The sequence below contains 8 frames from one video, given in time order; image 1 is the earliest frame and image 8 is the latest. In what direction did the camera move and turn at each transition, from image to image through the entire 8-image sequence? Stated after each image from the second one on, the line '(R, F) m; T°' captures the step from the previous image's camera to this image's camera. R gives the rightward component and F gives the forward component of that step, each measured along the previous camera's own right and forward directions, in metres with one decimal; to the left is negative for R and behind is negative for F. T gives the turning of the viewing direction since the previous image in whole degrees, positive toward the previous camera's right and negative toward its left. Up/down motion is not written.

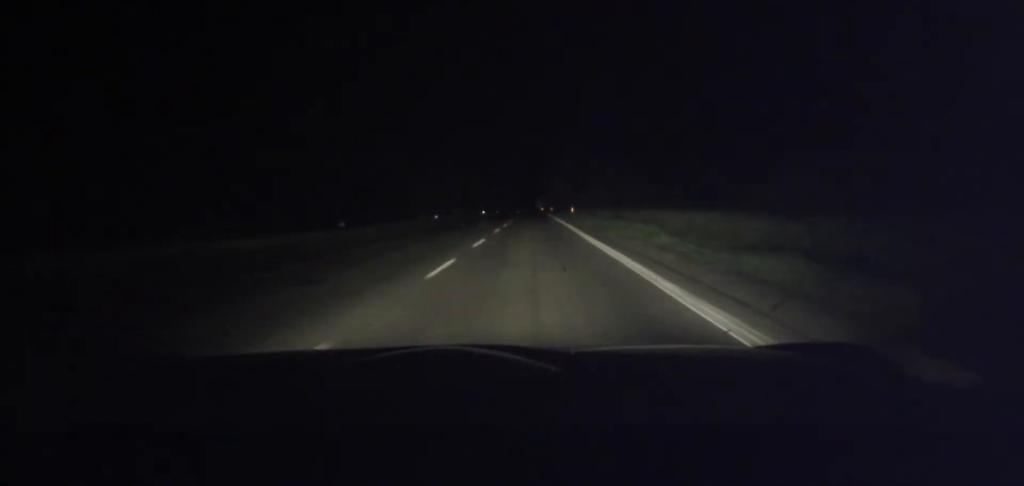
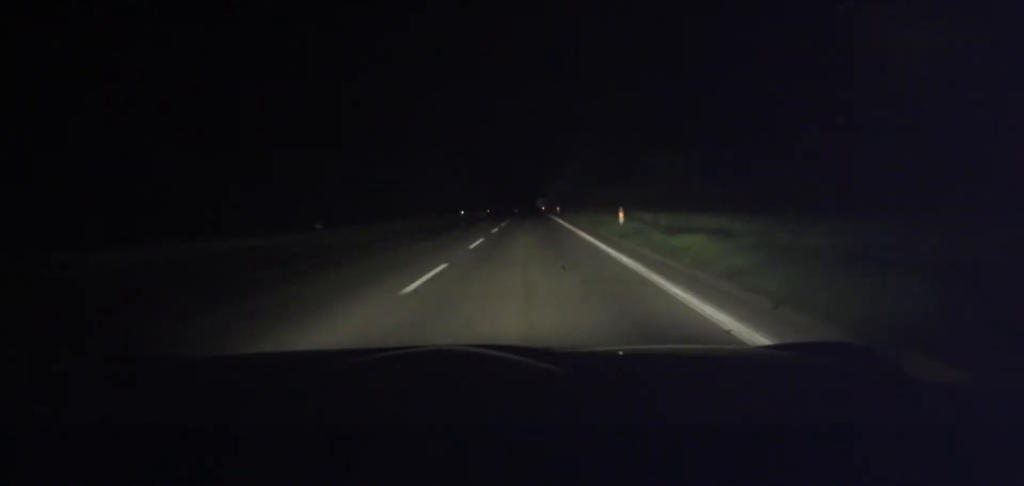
(-0.1, +26.7) m; 0°
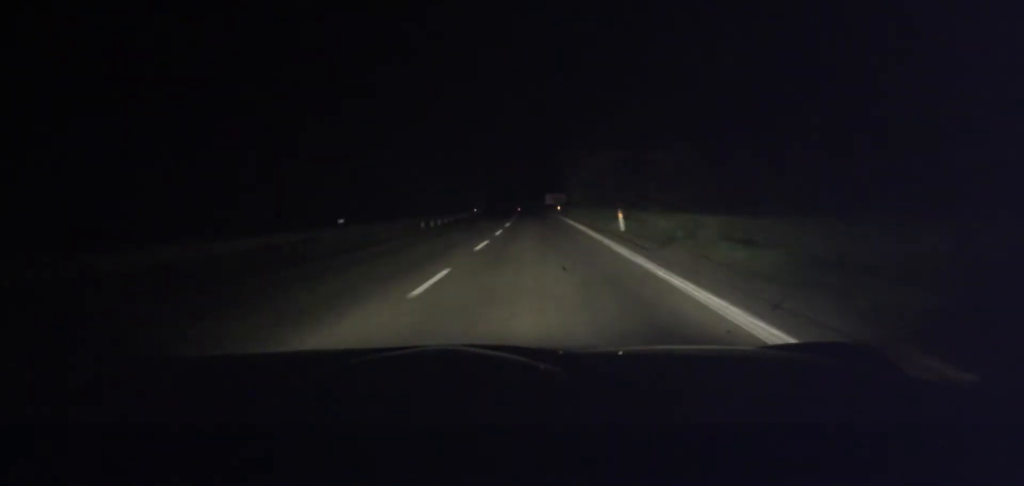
(-0.3, +43.6) m; 0°
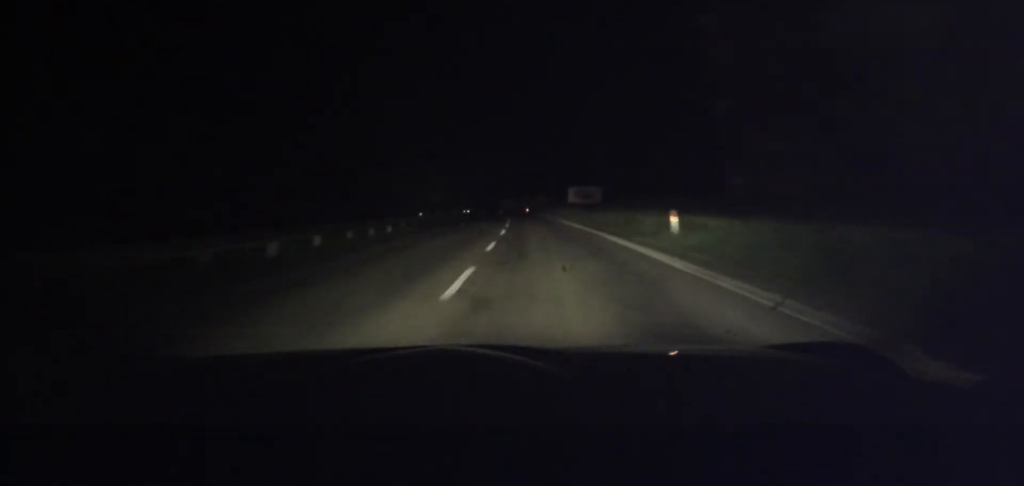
(+0.6, +51.6) m; 0°
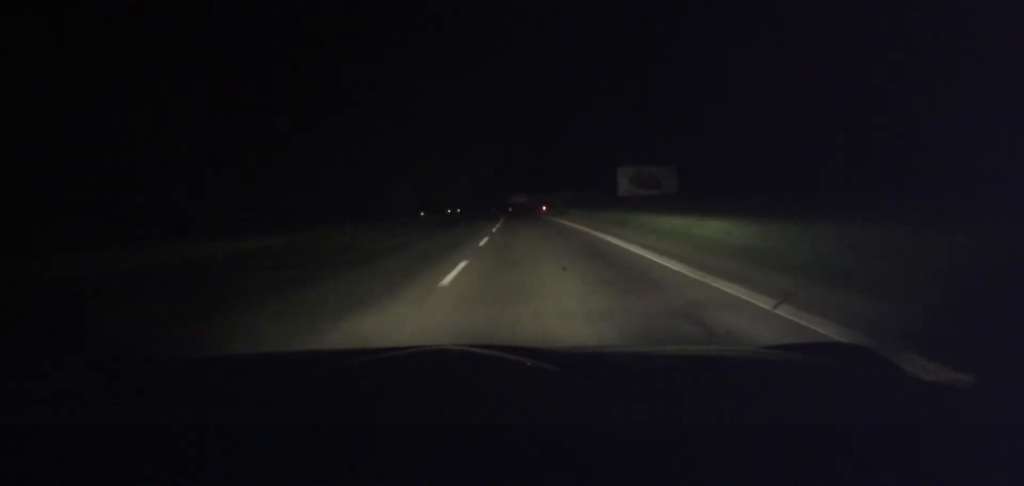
(-0.8, +41.4) m; -1°
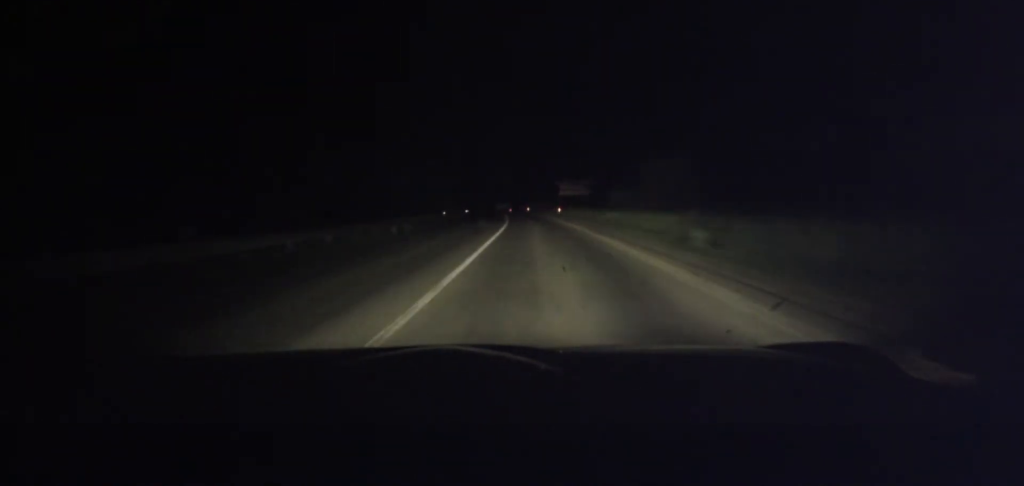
(-1.2, +79.4) m; -3°
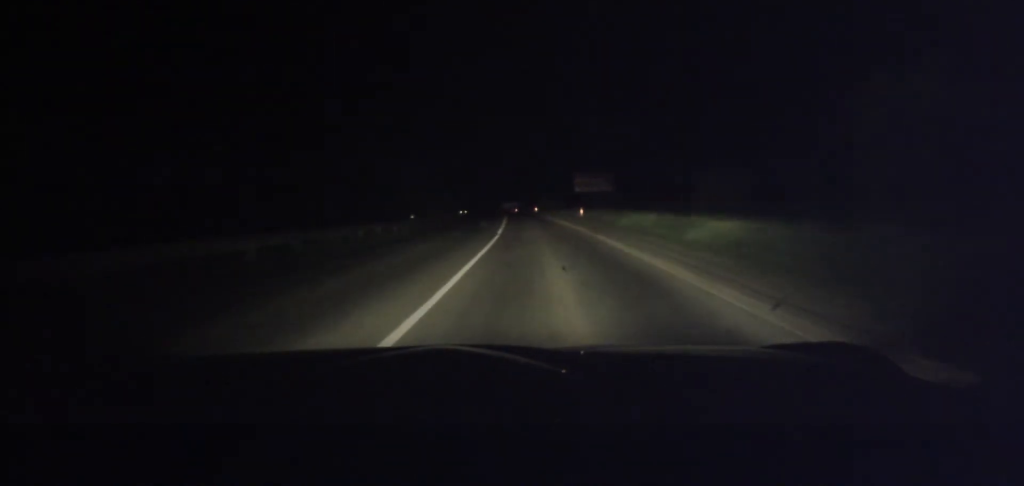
(-0.2, +18.8) m; -1°
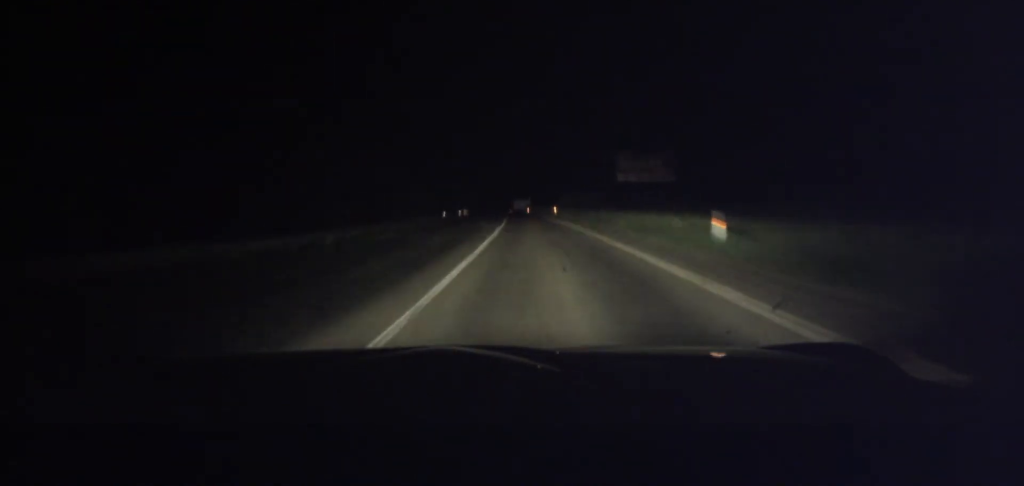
(-0.2, +27.8) m; -1°
